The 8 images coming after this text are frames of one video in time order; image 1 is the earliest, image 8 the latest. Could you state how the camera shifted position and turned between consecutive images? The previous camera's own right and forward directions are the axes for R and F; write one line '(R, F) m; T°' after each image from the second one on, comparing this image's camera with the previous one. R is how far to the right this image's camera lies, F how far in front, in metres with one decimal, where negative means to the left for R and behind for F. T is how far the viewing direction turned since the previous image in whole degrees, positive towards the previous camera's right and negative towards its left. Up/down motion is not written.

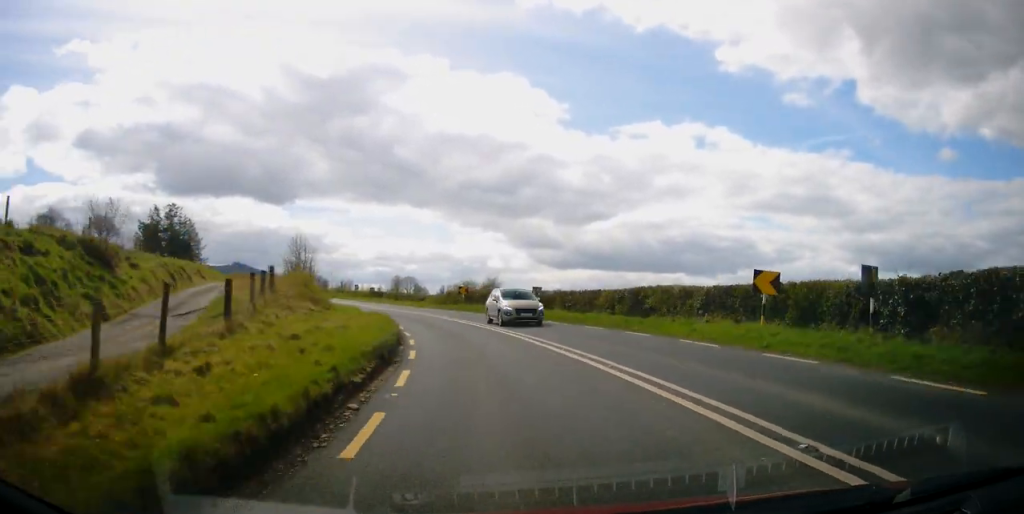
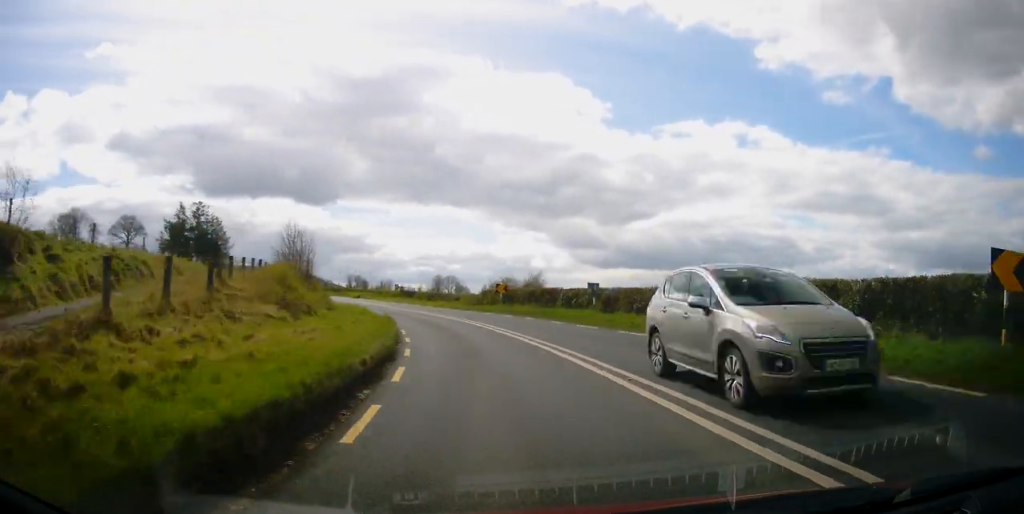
(-0.2, +8.0) m; -4°
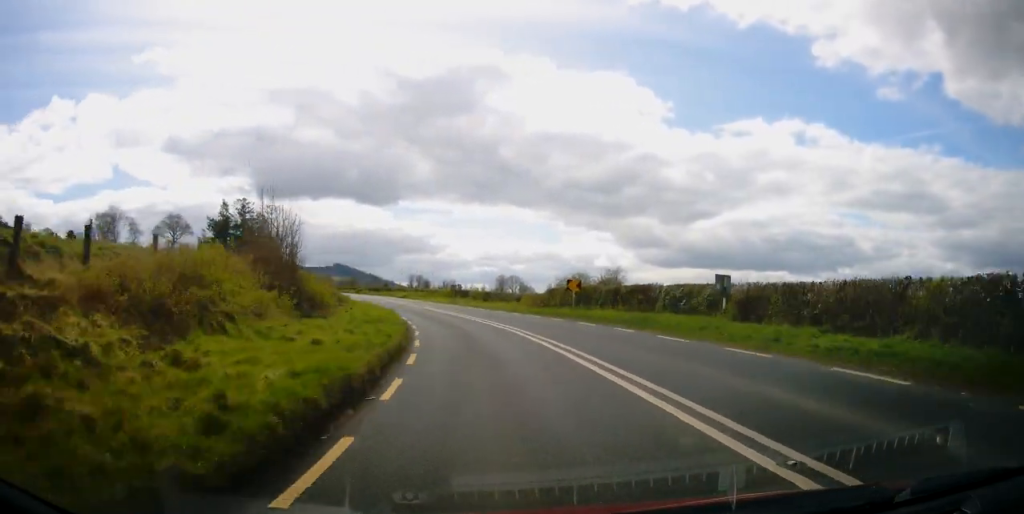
(-0.4, +10.4) m; -5°
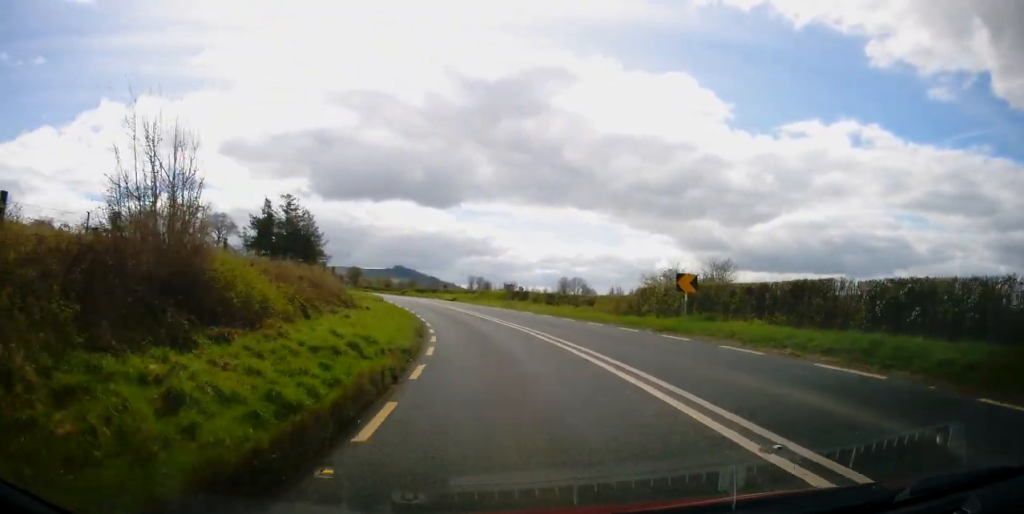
(-0.8, +11.0) m; -6°
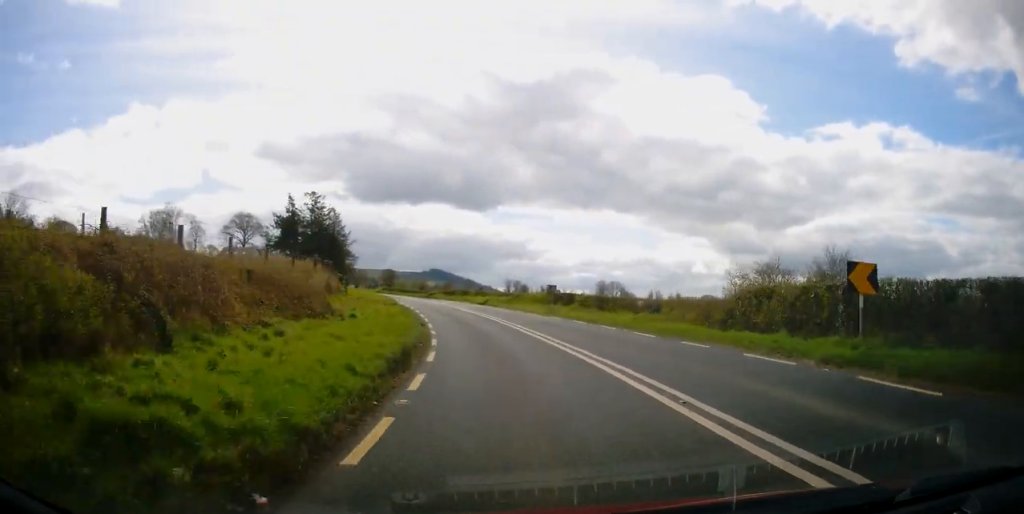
(-0.4, +9.2) m; -4°
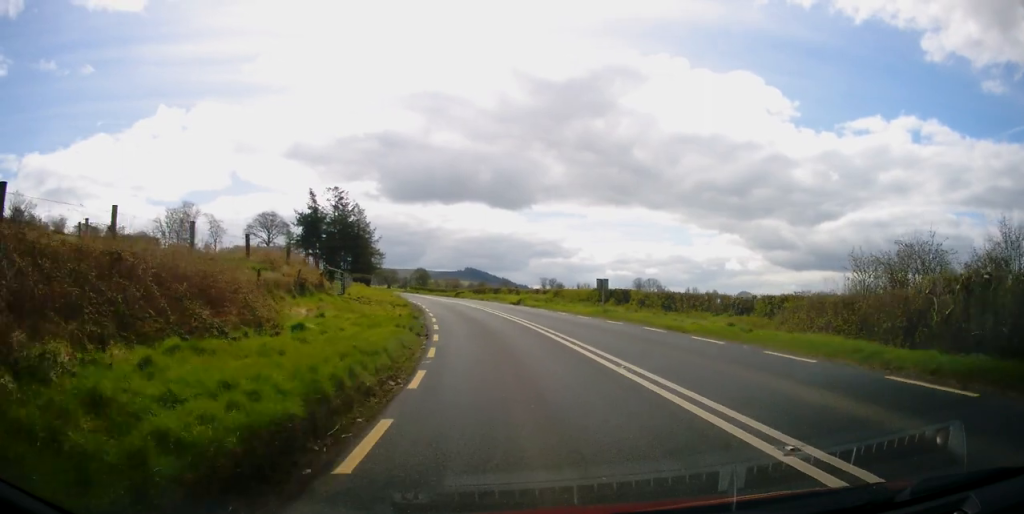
(-0.1, +8.6) m; -3°
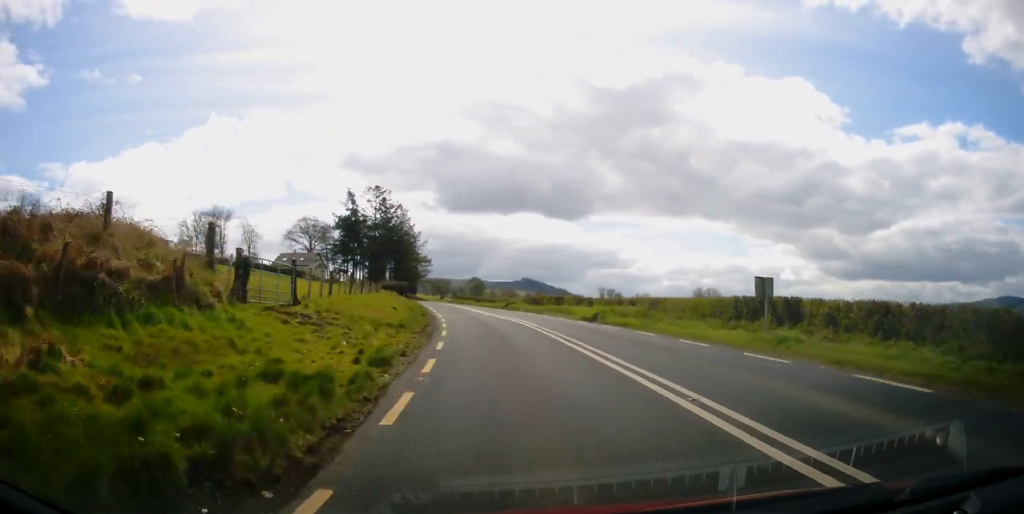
(-0.8, +14.5) m; -5°
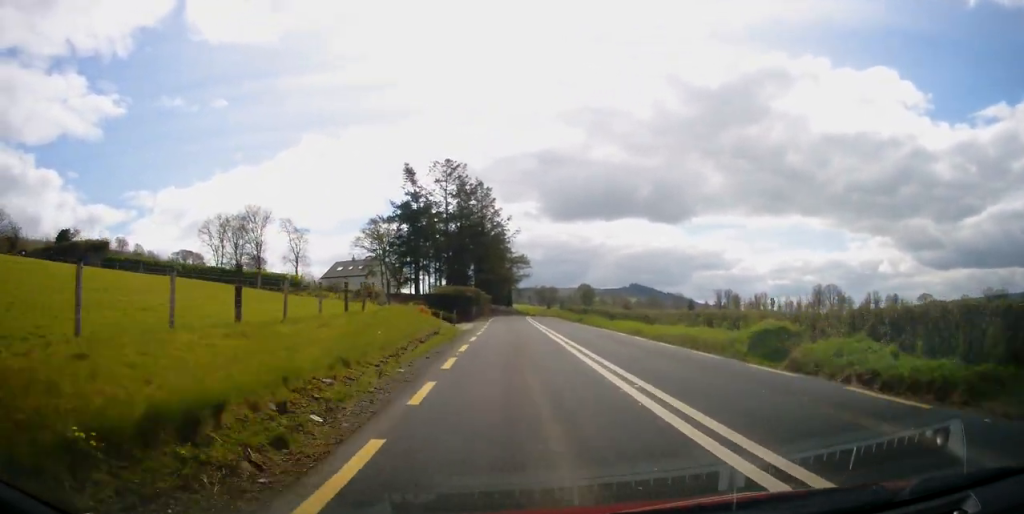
(-4.6, +38.7) m; -12°
